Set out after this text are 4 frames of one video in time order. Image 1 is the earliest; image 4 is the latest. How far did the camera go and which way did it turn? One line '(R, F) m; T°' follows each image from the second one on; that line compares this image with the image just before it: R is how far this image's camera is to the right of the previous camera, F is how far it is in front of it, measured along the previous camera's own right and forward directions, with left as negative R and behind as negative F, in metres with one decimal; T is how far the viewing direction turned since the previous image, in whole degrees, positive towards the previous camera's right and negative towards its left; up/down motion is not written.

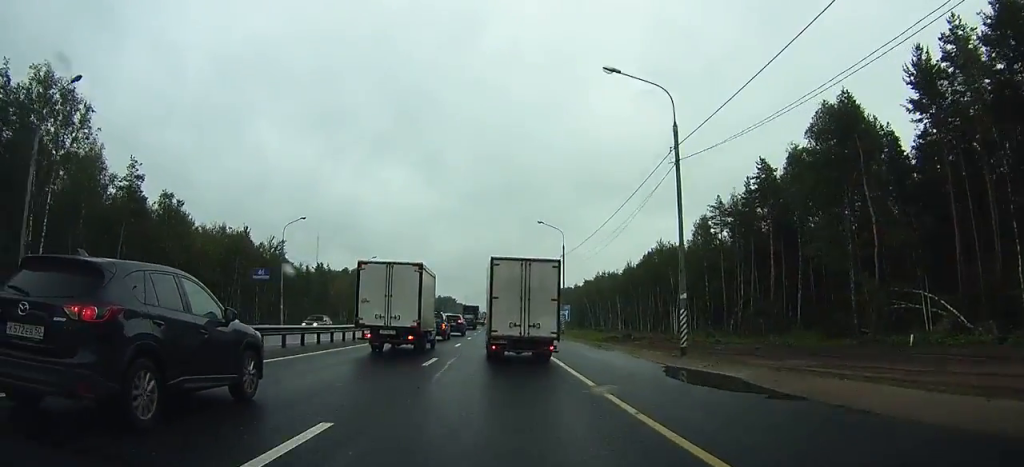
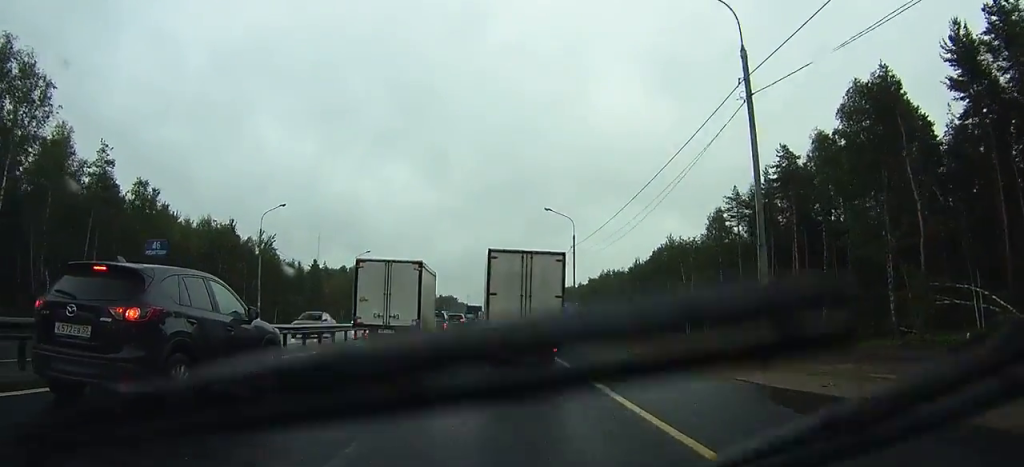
(0.0, +5.8) m; 0°
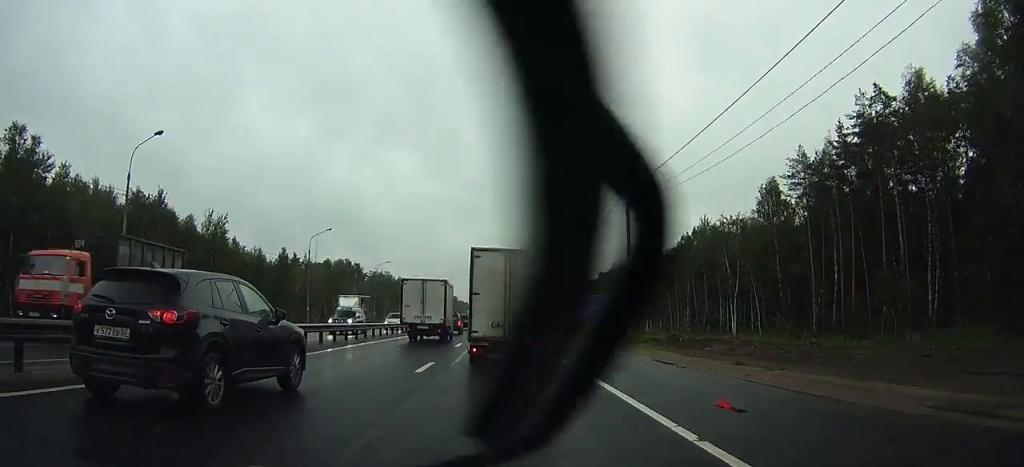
(-0.1, +19.6) m; -1°
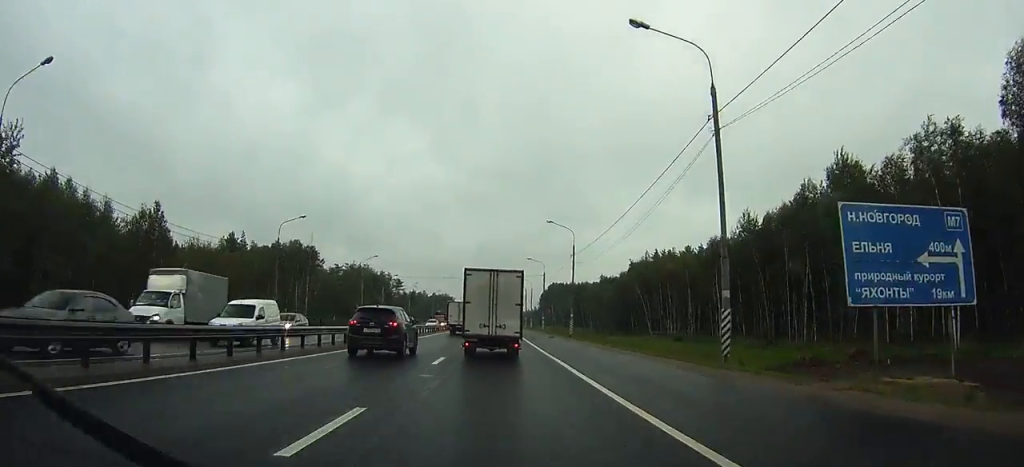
(-0.7, +39.3) m; -2°
